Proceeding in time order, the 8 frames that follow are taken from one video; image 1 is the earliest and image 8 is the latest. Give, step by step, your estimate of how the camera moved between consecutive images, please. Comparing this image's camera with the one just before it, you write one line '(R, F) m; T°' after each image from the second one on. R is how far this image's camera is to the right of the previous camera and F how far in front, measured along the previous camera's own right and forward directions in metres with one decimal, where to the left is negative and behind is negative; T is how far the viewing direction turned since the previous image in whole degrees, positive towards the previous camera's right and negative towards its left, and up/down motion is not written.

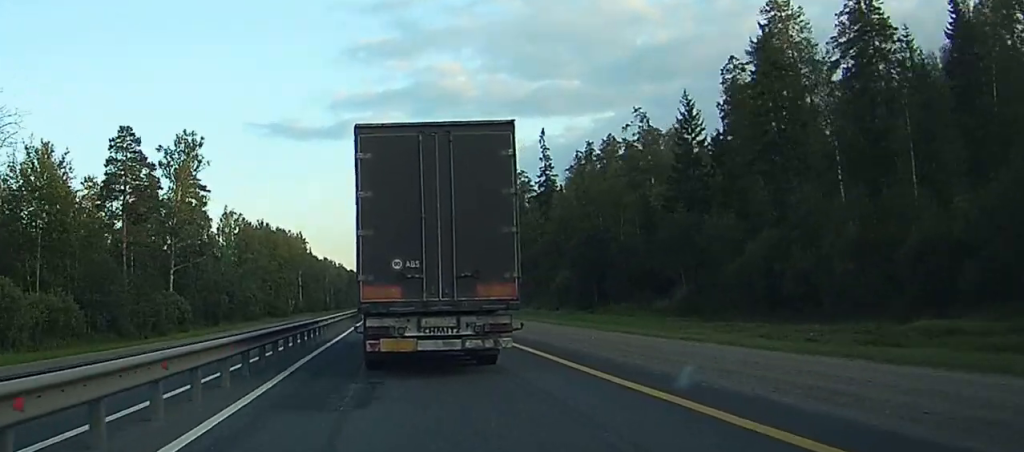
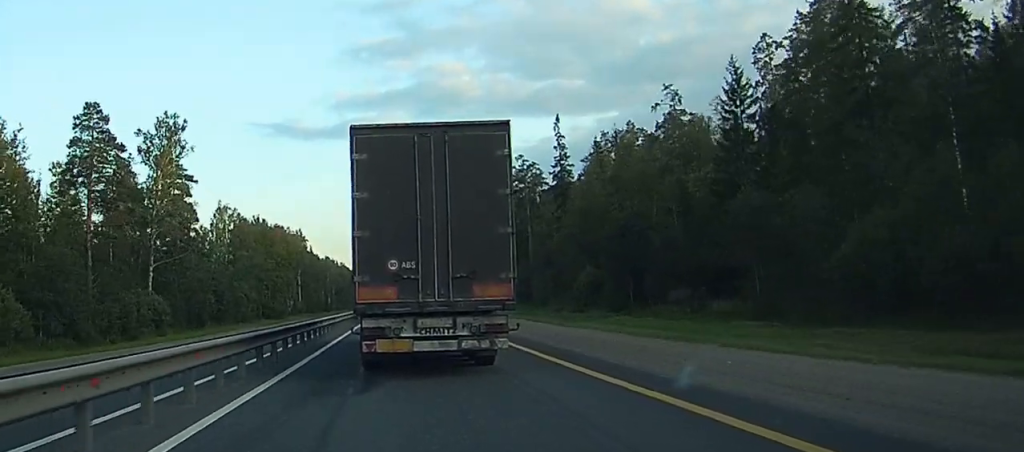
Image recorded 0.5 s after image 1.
(-0.2, +9.3) m; 0°
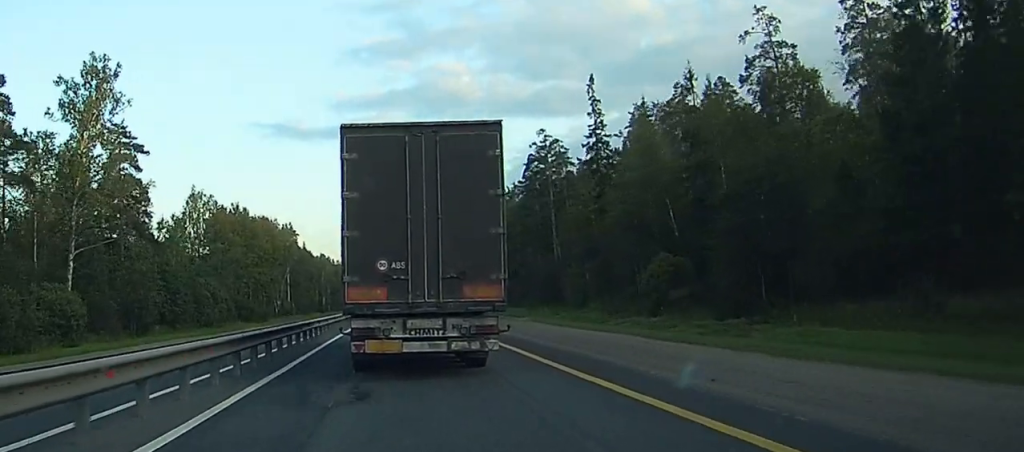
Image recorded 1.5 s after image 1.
(0.0, +23.7) m; 0°
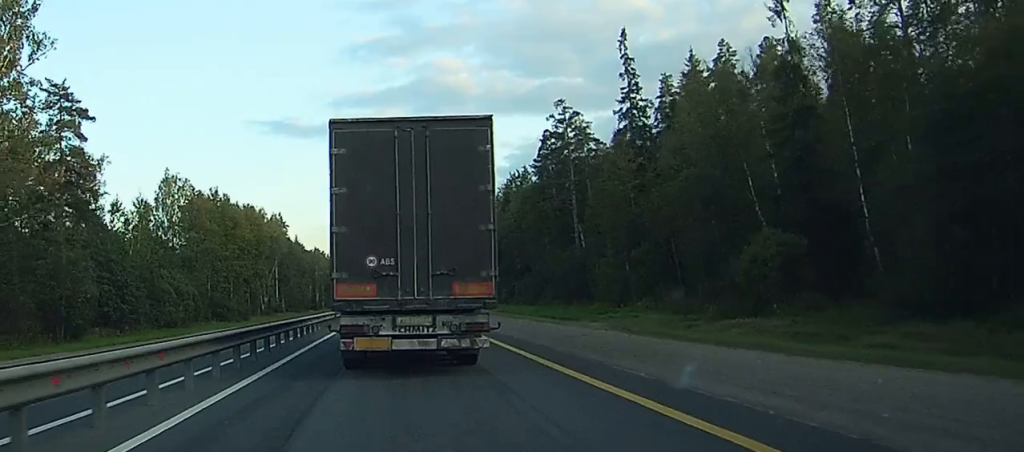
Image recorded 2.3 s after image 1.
(+0.1, +16.7) m; 0°
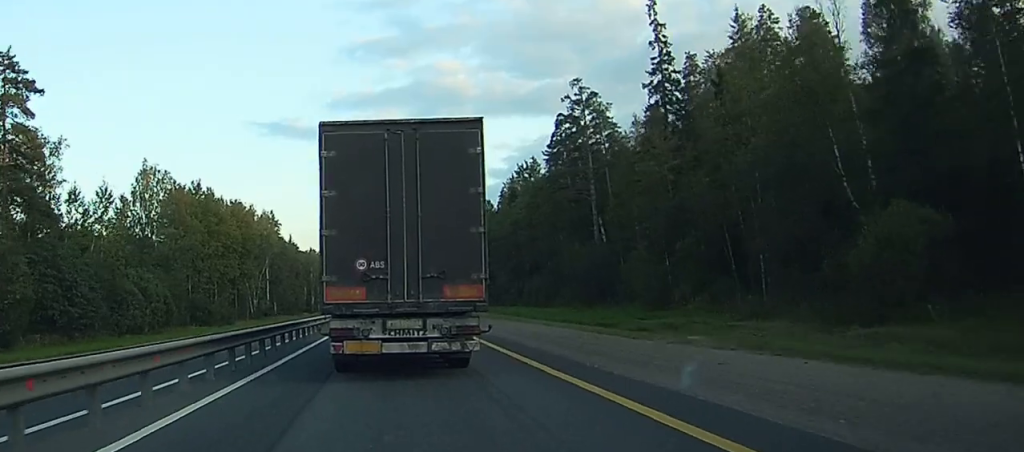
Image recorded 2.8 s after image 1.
(0.0, +10.9) m; 0°
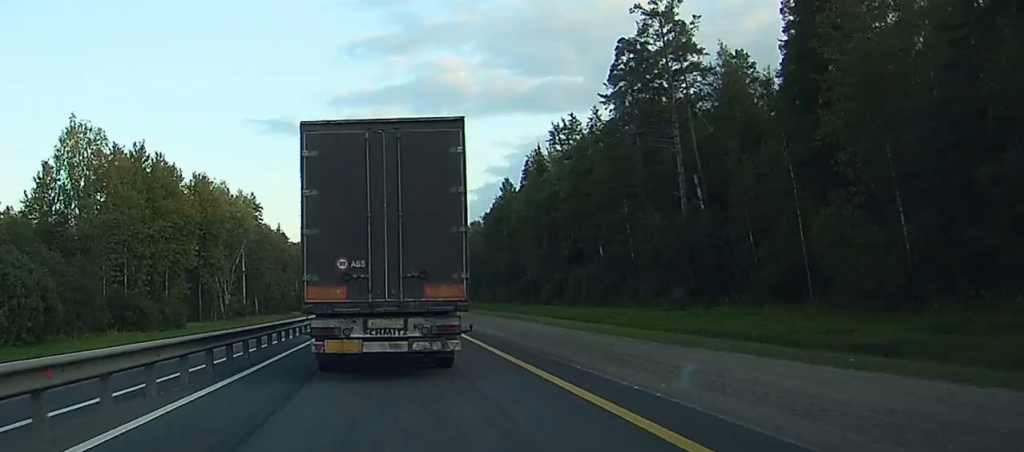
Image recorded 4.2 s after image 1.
(0.0, +30.2) m; 0°
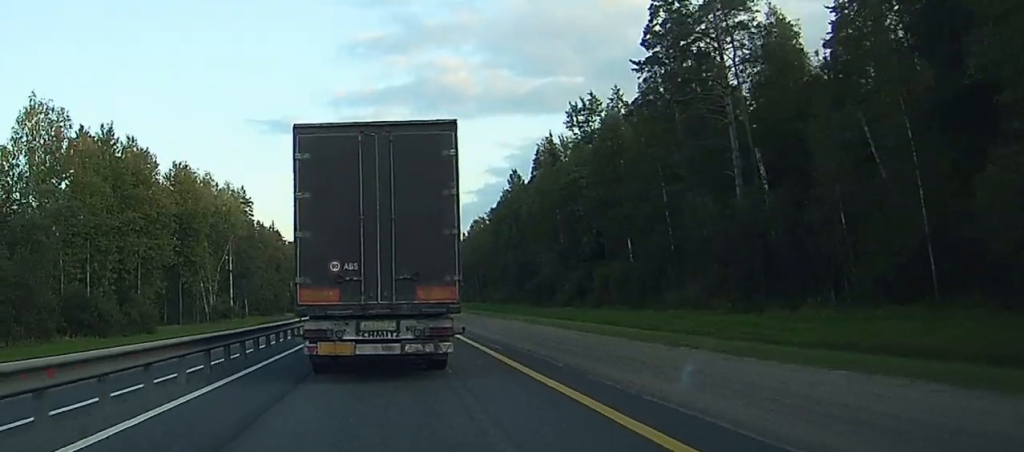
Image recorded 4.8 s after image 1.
(0.0, +12.9) m; 0°
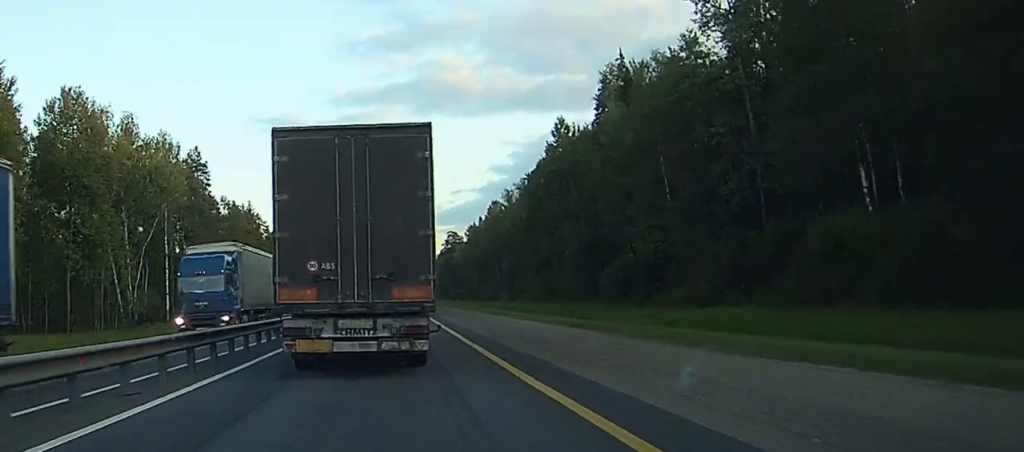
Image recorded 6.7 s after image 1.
(-0.1, +52.1) m; 0°
